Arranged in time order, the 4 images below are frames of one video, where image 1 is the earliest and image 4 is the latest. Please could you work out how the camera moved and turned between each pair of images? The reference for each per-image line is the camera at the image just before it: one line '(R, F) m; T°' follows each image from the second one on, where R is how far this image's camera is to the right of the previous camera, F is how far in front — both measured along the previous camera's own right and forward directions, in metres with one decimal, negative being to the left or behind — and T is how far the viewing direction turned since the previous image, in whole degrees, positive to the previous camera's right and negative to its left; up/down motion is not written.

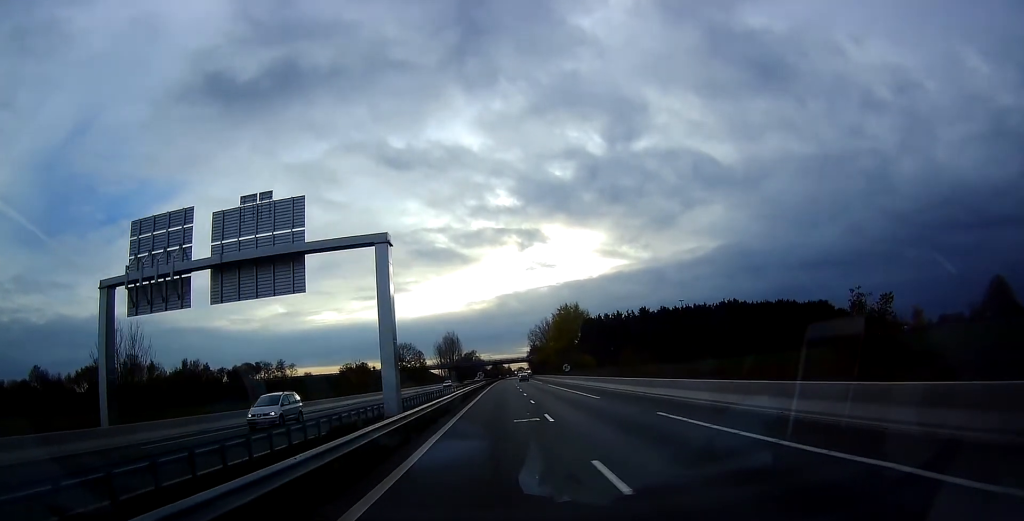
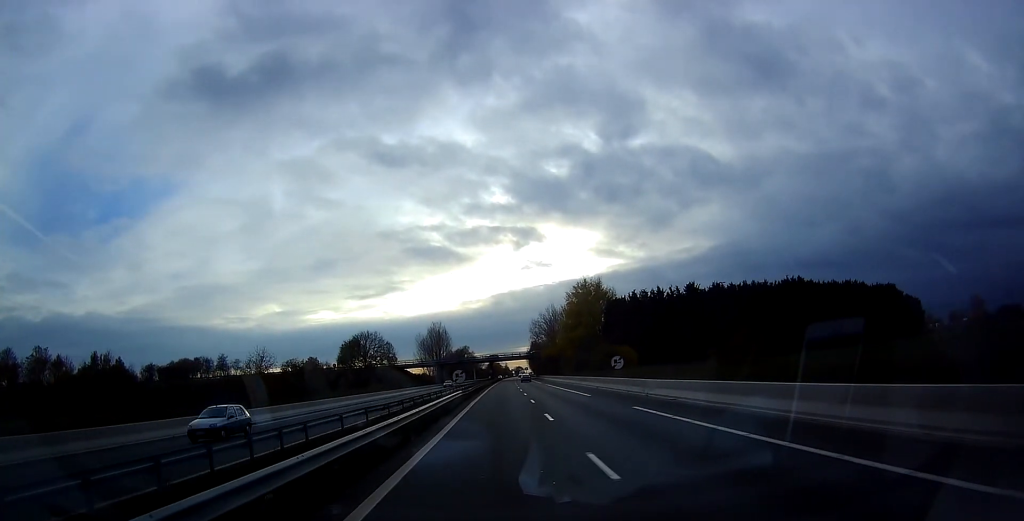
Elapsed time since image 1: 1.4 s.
(-0.4, +47.8) m; -1°
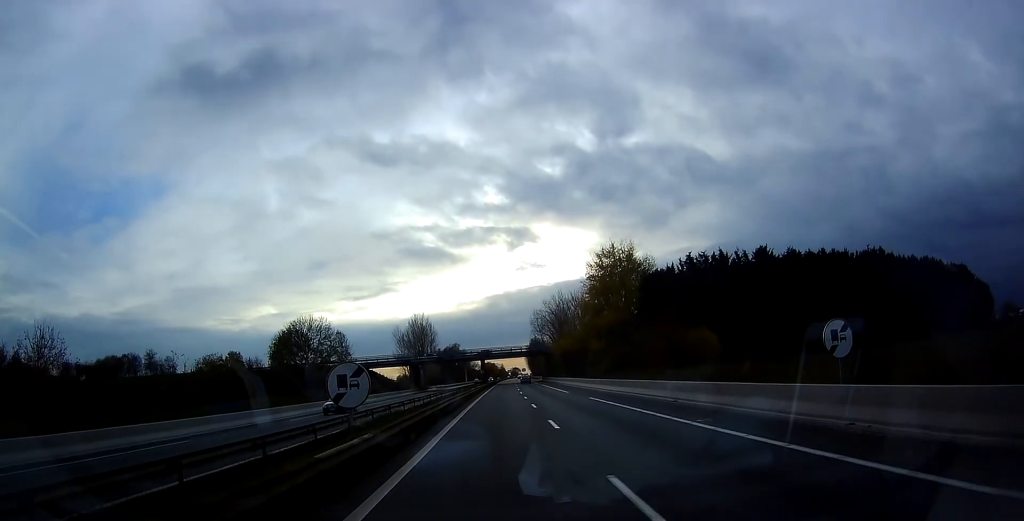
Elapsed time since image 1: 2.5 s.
(+0.5, +39.4) m; +2°
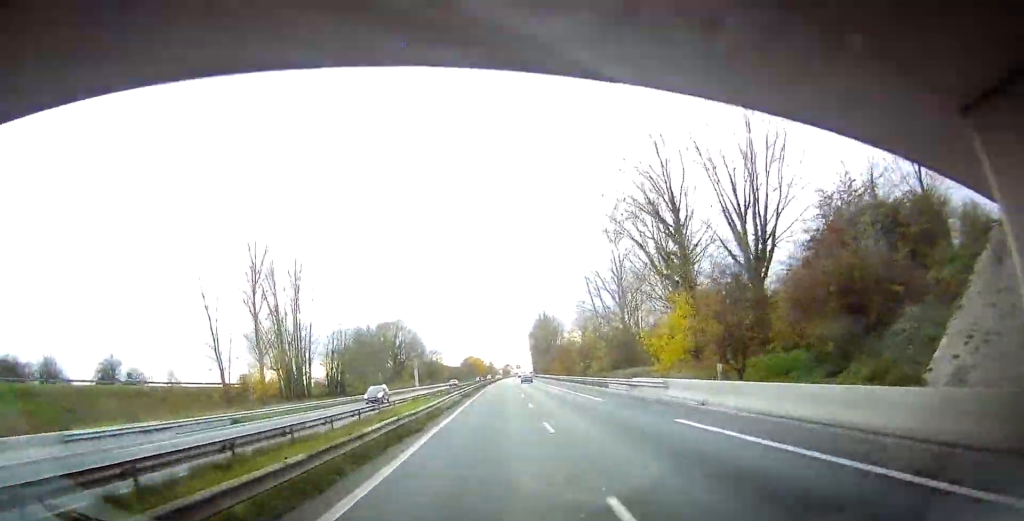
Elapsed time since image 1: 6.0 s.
(+1.8, +123.5) m; +1°
